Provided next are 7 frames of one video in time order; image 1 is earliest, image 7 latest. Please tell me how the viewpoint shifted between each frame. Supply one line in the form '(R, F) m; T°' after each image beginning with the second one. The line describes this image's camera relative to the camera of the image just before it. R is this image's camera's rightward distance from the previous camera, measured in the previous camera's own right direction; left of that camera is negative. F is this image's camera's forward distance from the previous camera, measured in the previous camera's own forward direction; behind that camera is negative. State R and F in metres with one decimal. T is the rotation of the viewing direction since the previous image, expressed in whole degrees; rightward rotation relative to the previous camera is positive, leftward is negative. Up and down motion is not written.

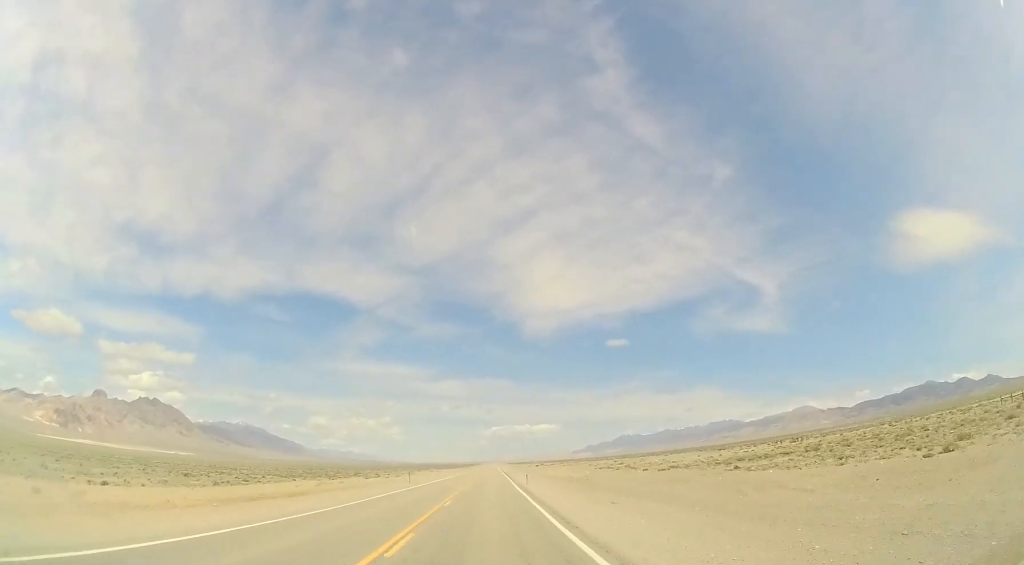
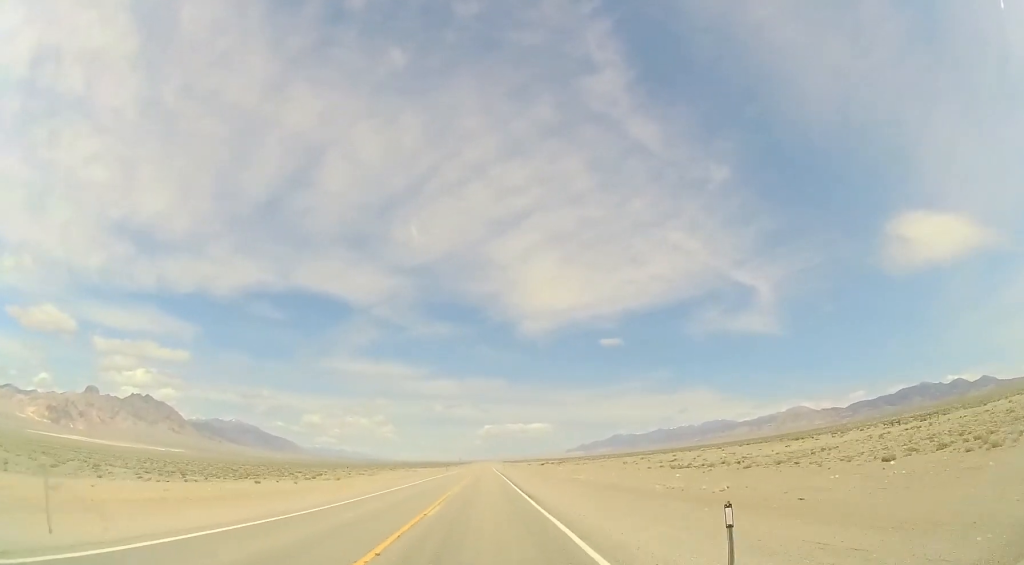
(+0.3, +41.2) m; +1°
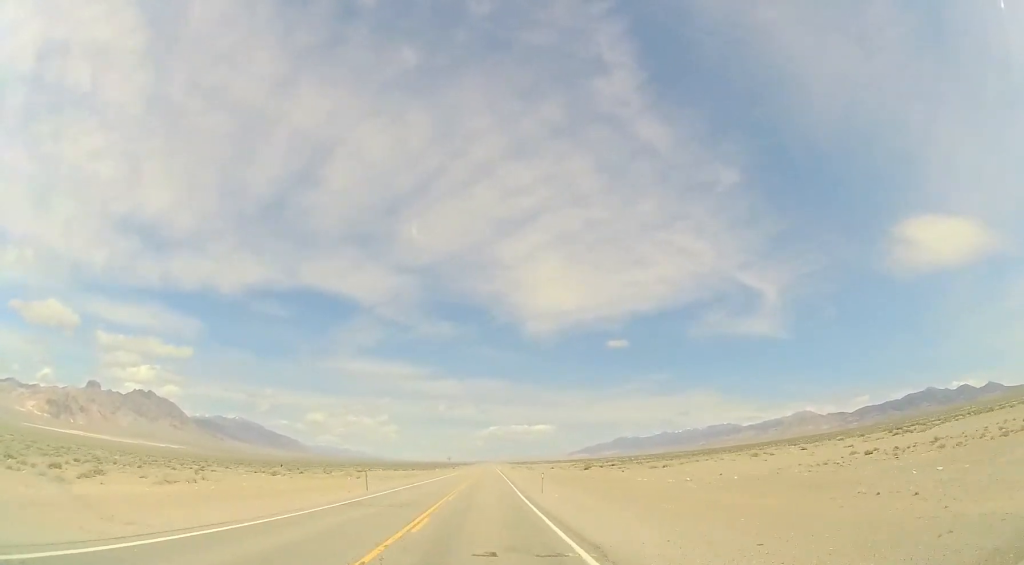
(+0.4, +65.1) m; 0°
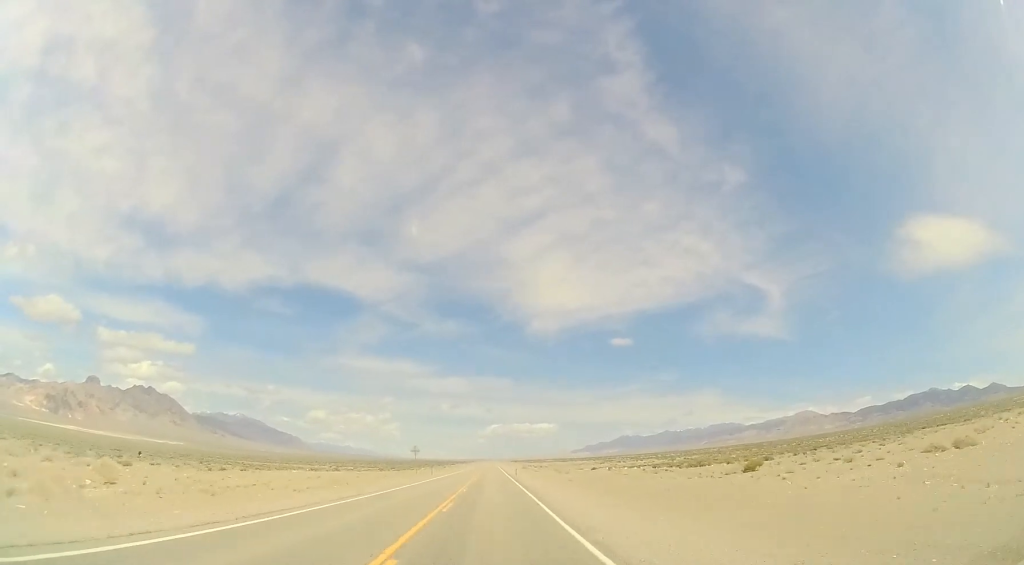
(0.0, +57.0) m; -1°
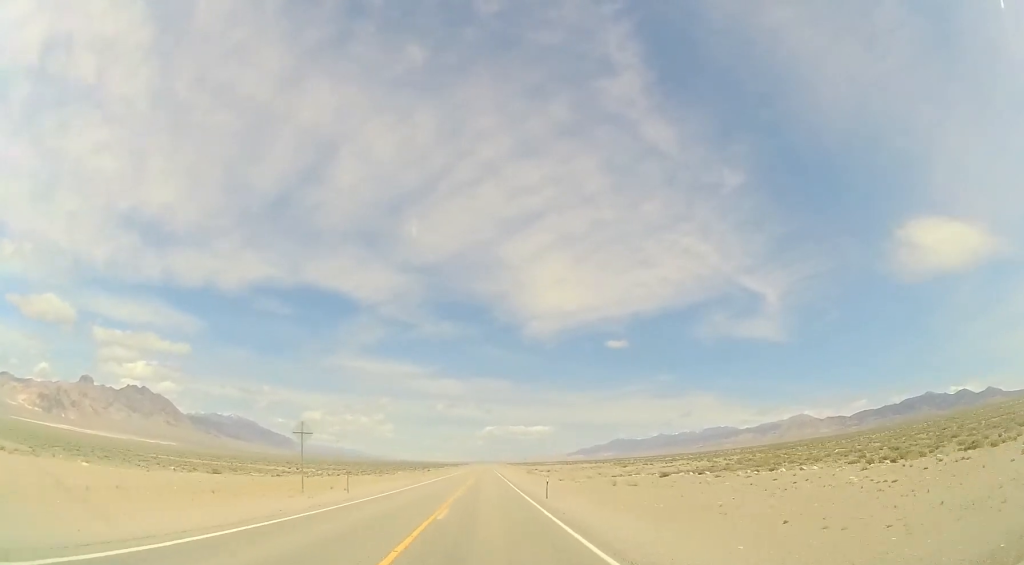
(-0.8, +38.8) m; 0°
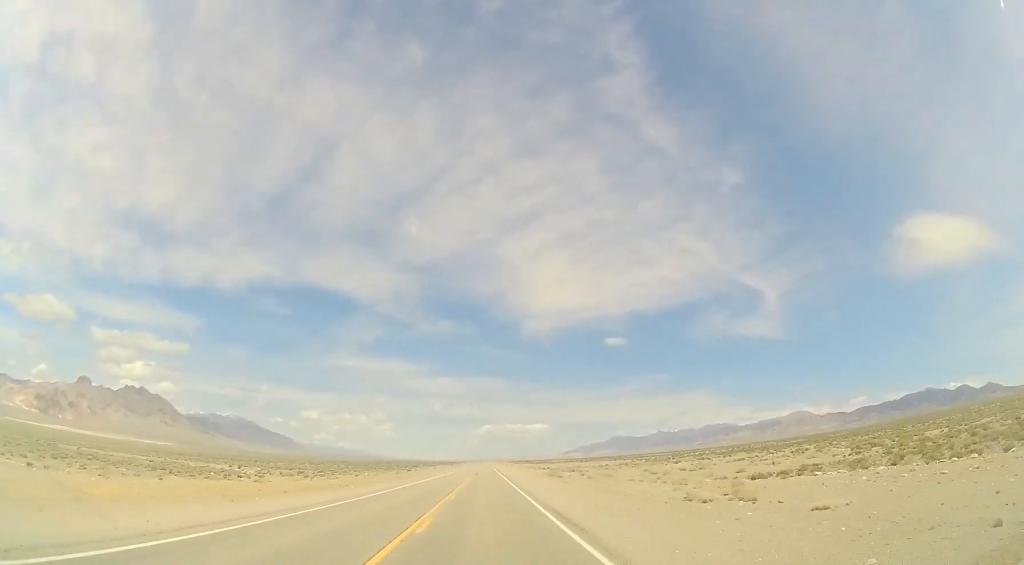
(+1.0, +40.6) m; +1°
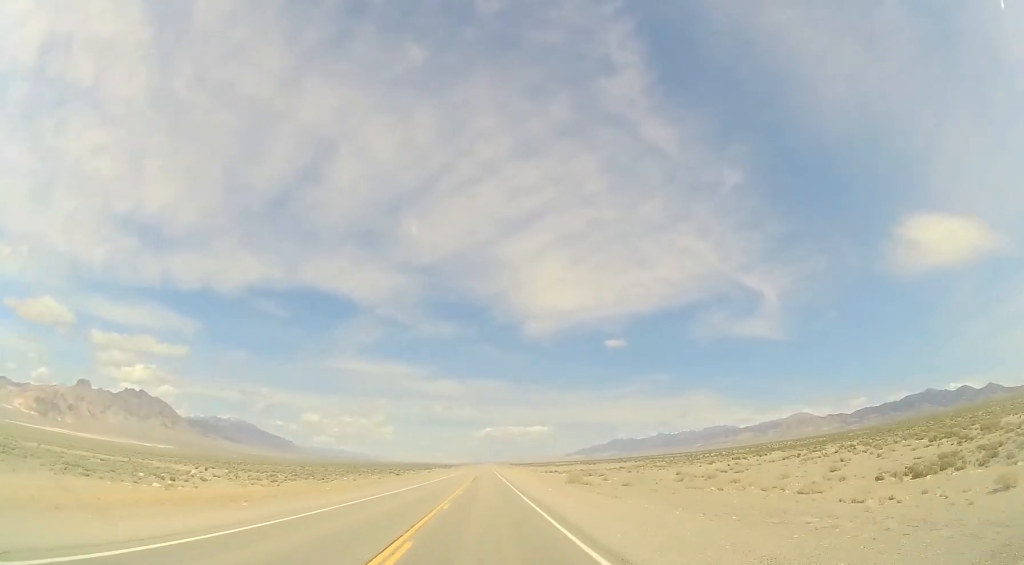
(+0.1, +16.5) m; 0°
